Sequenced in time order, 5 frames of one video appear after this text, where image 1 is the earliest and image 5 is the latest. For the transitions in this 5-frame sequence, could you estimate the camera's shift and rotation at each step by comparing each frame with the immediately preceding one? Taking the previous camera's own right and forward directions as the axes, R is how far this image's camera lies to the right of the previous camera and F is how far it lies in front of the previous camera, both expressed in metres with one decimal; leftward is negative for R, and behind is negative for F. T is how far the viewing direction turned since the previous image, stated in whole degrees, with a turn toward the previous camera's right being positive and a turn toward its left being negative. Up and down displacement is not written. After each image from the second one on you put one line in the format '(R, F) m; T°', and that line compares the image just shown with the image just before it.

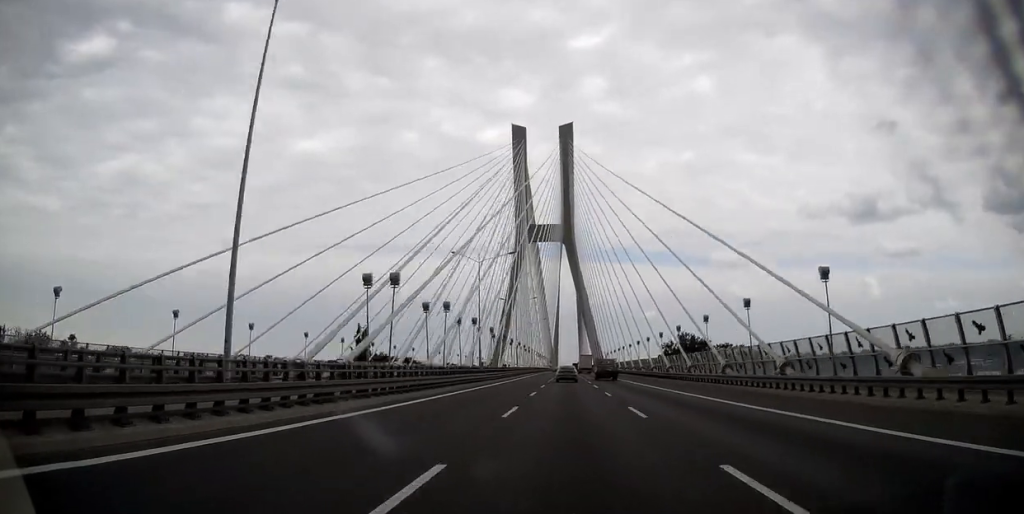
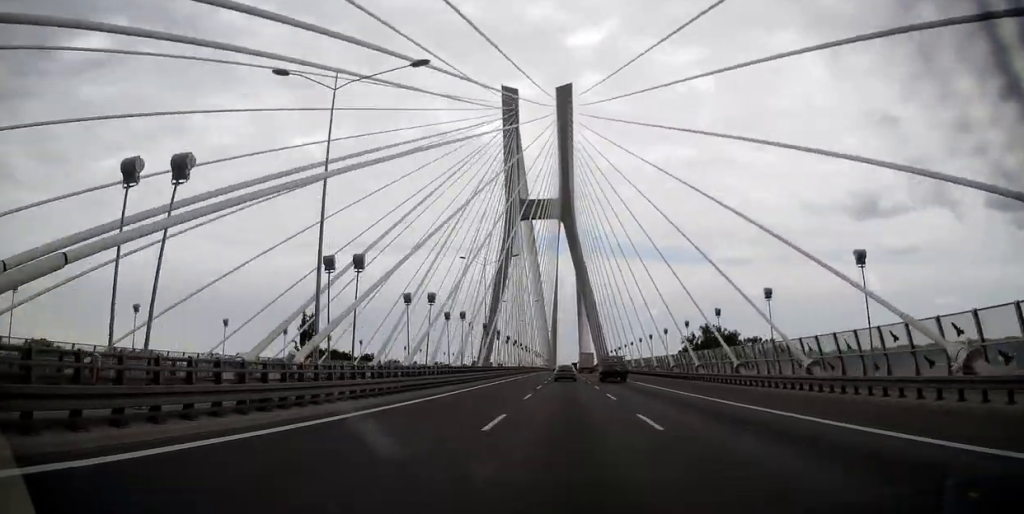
(+0.2, +39.5) m; 0°
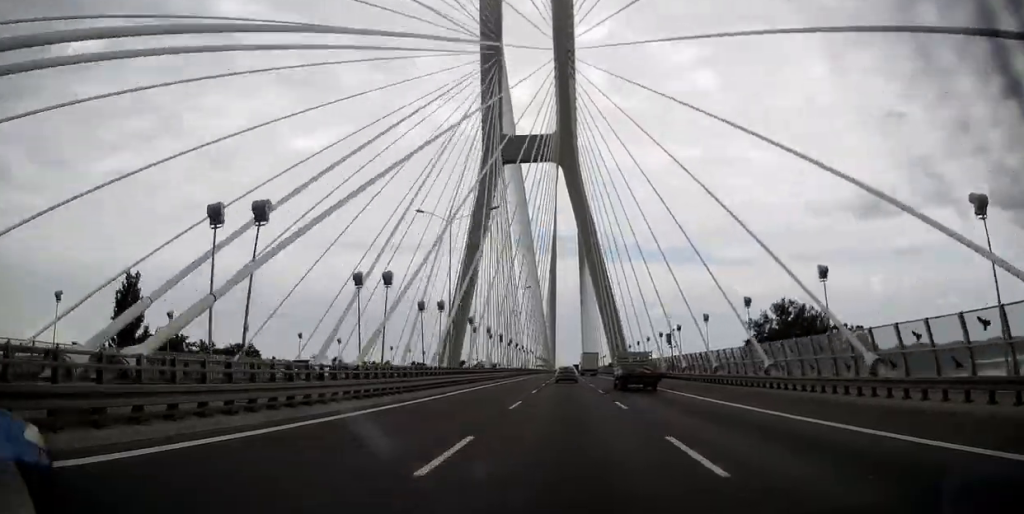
(-0.3, +65.8) m; 0°
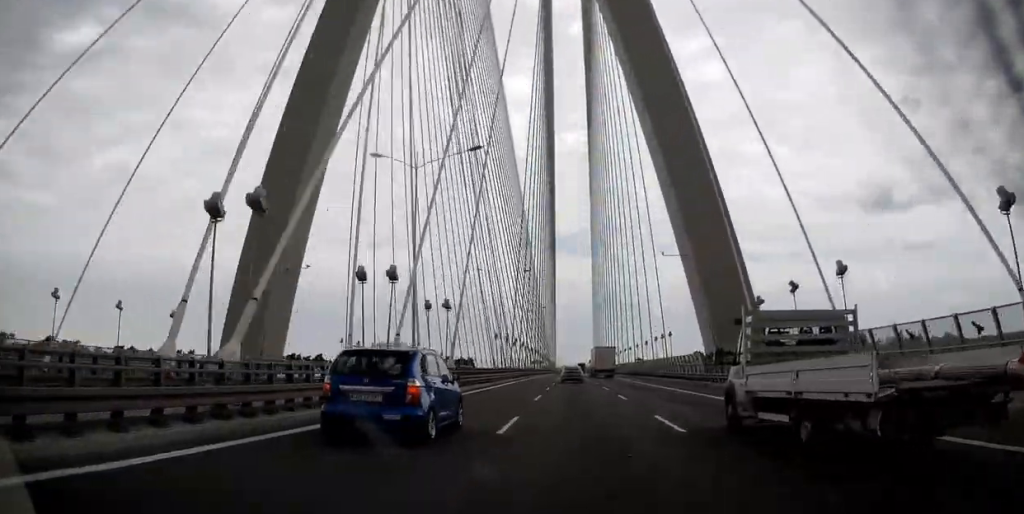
(+0.2, +103.2) m; 0°
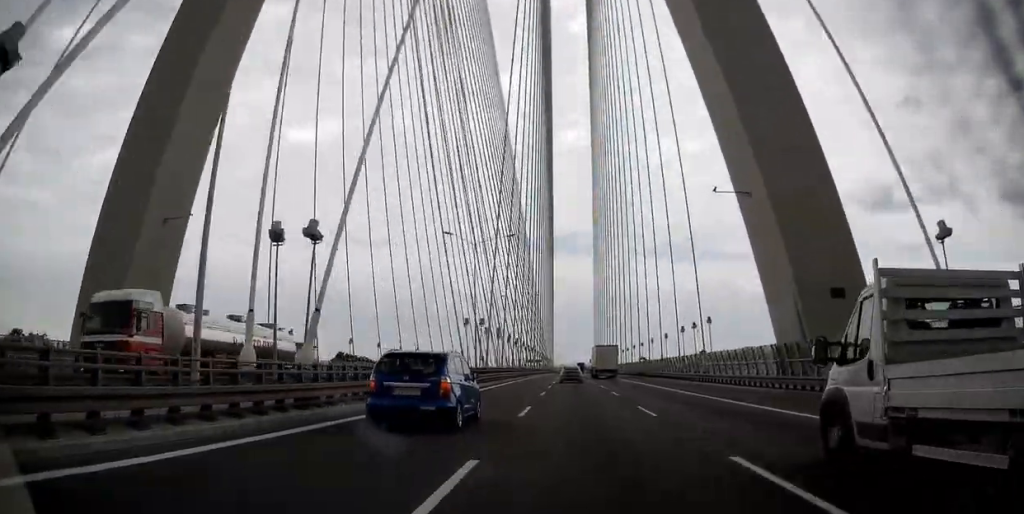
(+0.2, +19.6) m; 0°
